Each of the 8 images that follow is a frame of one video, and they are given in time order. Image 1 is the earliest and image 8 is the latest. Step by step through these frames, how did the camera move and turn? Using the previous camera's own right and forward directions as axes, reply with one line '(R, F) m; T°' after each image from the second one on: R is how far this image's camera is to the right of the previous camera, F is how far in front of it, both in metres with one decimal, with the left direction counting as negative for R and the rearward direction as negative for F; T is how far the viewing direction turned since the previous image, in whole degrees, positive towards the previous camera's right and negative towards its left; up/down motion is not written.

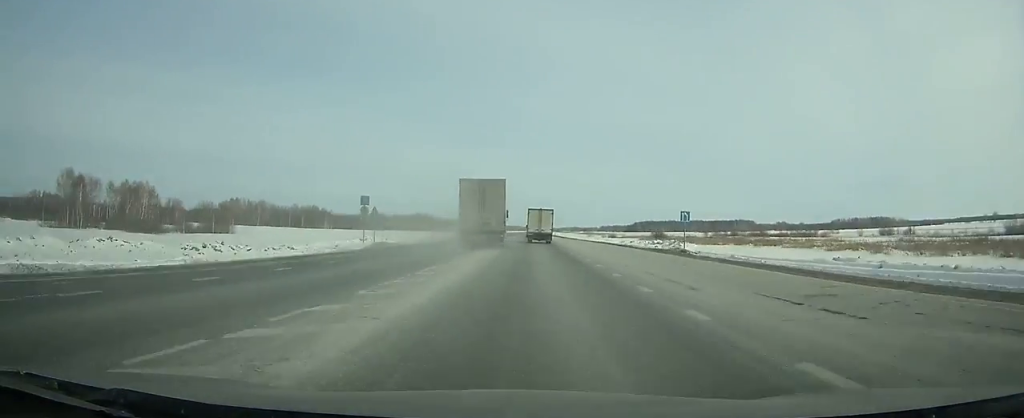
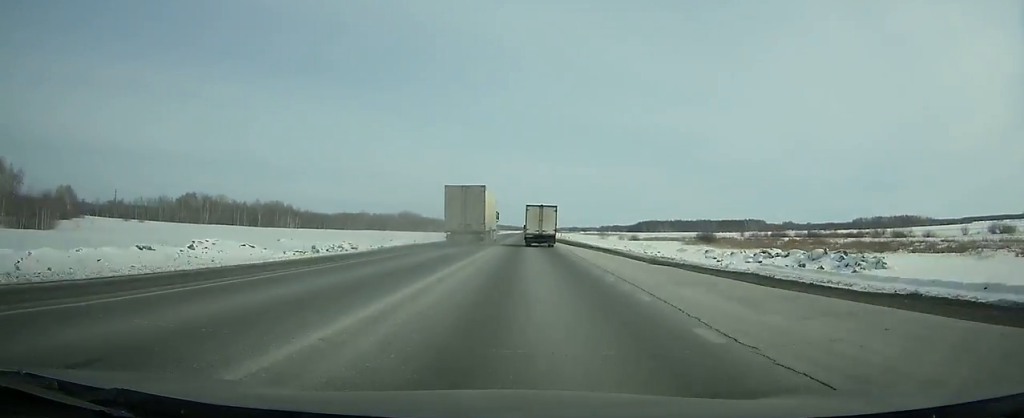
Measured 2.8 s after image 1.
(0.0, +61.3) m; 0°
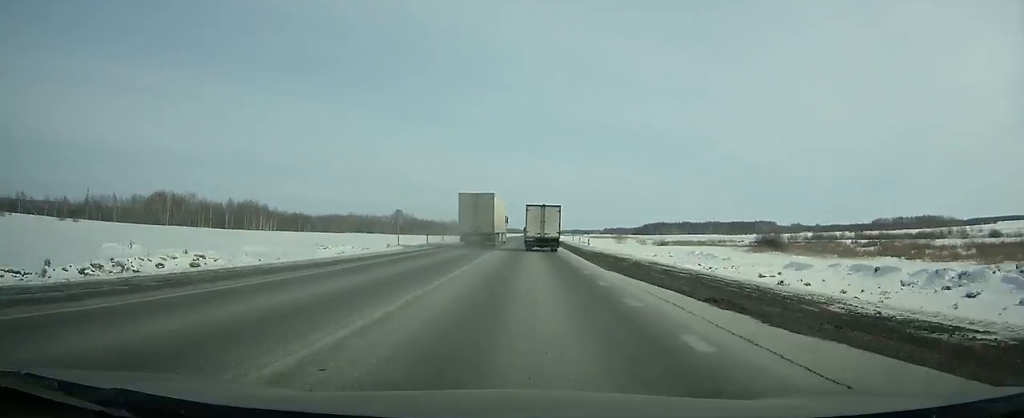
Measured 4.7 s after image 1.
(0.0, +41.0) m; 0°
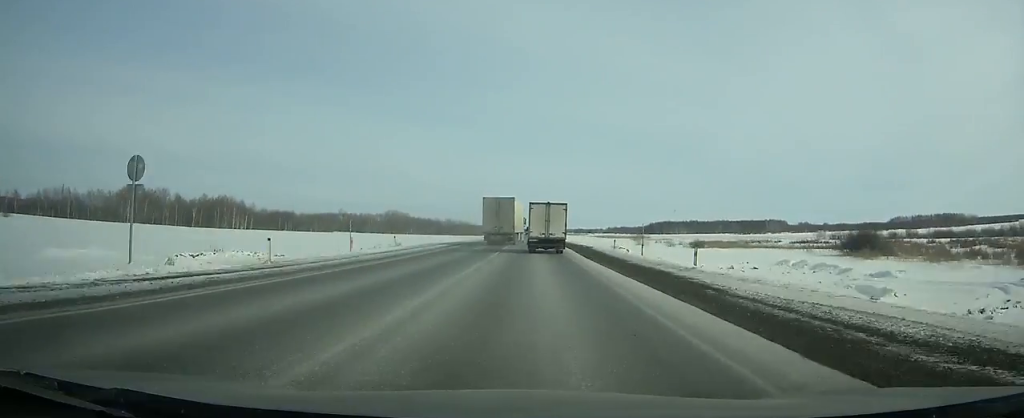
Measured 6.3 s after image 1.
(-0.1, +33.9) m; 0°
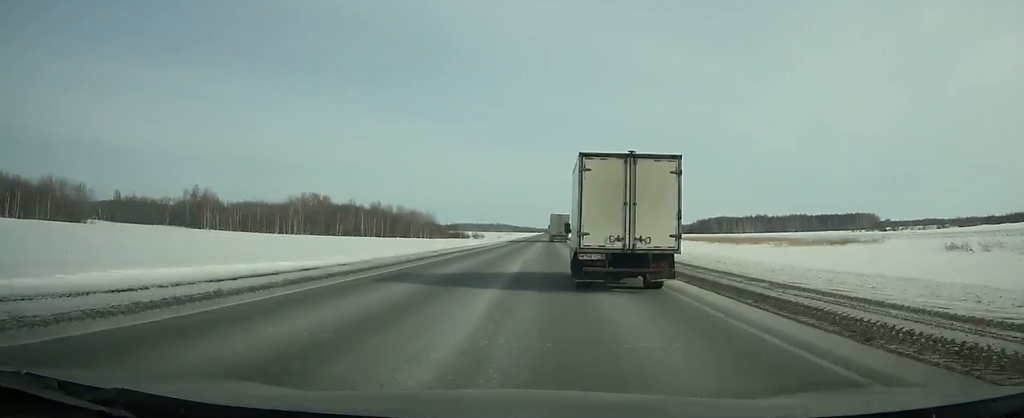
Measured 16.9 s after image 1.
(+0.6, +230.6) m; 0°
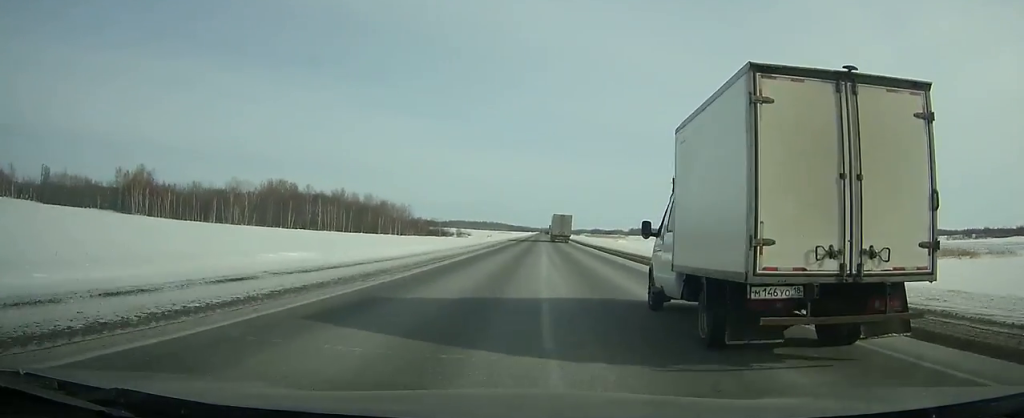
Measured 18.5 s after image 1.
(-0.3, +38.0) m; 0°
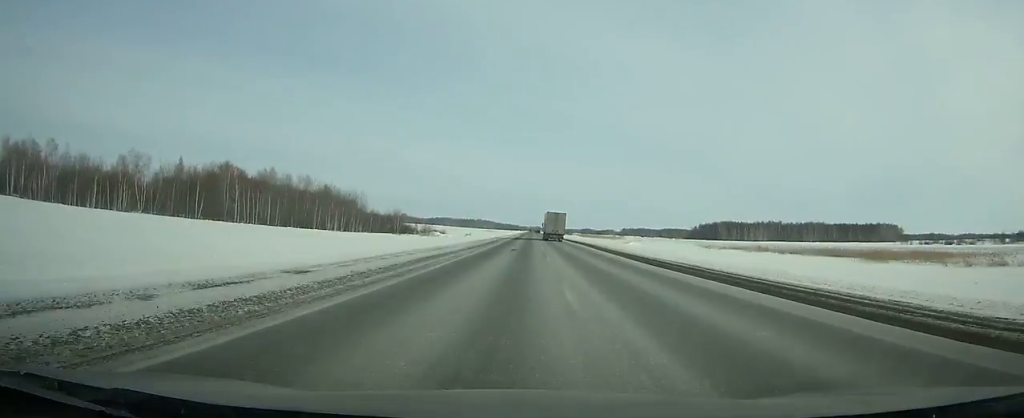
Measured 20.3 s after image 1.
(+0.2, +44.0) m; +1°
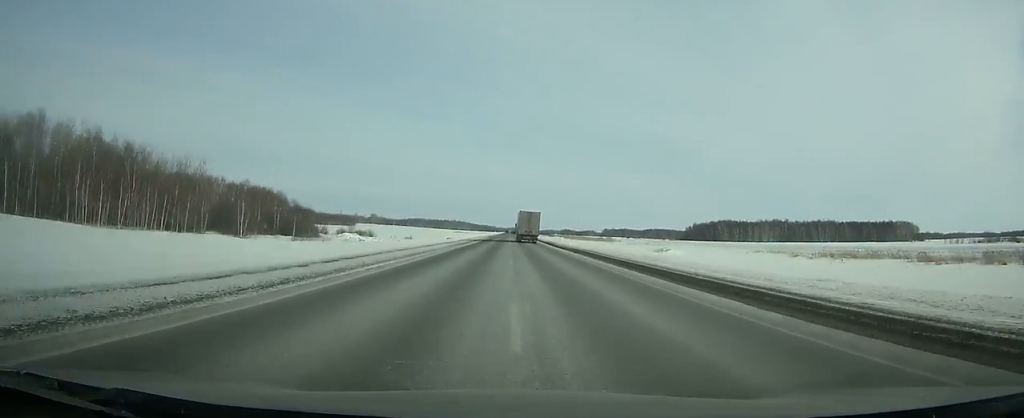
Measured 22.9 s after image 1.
(+0.7, +65.3) m; +1°
